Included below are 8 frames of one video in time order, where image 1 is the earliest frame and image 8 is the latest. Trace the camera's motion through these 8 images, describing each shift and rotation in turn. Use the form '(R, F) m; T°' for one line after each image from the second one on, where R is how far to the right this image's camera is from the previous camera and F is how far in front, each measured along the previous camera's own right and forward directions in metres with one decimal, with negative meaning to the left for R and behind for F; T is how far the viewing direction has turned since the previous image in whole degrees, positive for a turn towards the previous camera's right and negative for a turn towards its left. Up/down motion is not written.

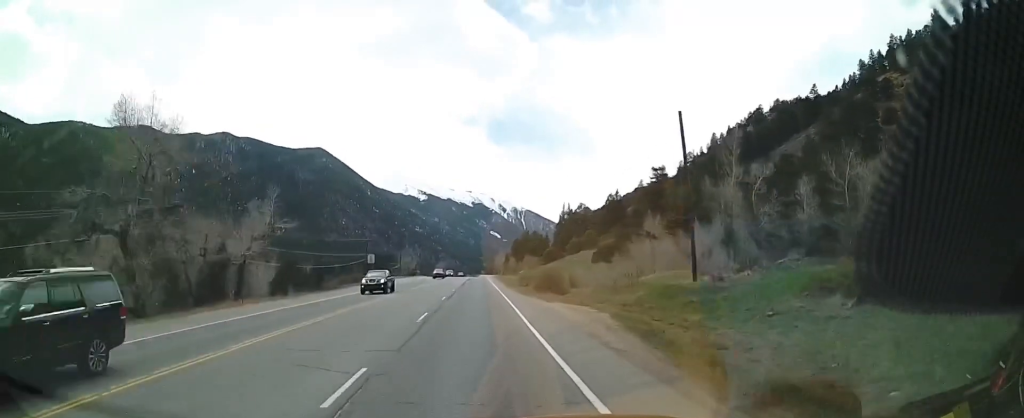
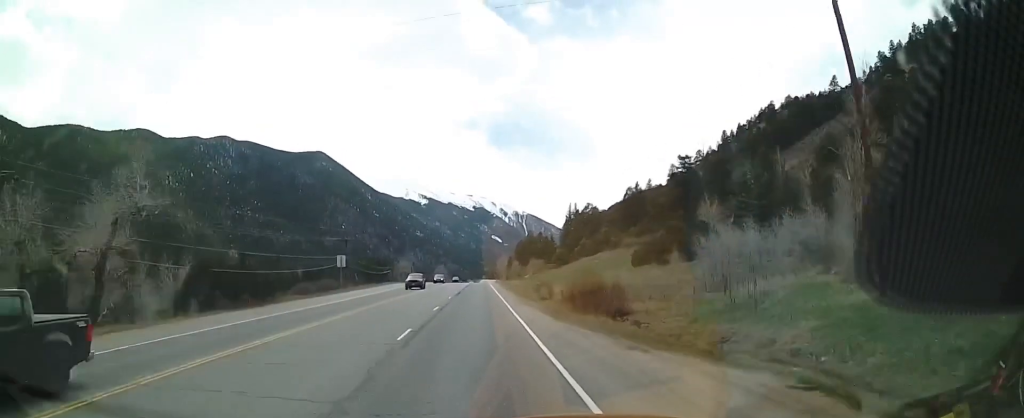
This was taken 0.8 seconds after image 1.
(+0.1, +17.7) m; 0°
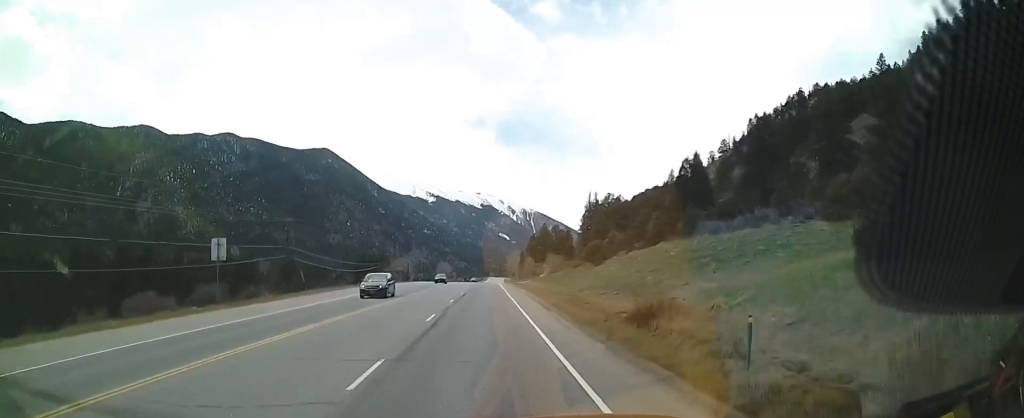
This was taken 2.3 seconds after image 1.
(-0.3, +31.6) m; -1°
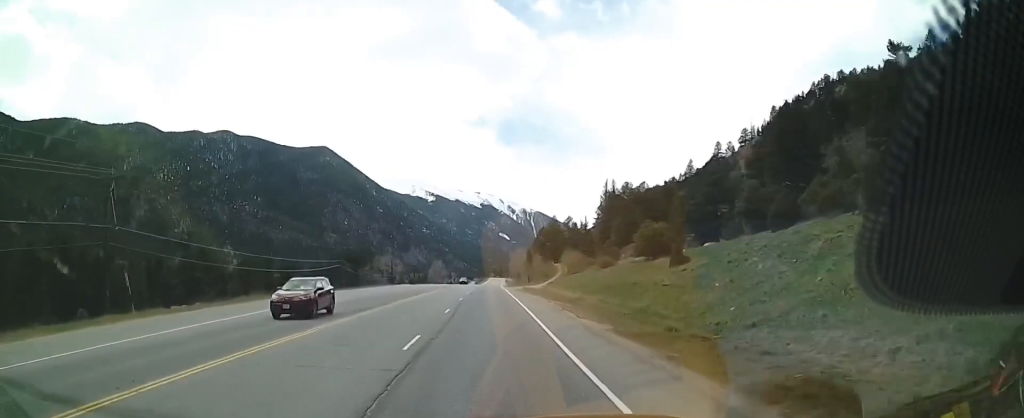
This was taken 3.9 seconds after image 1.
(+0.1, +32.9) m; 0°
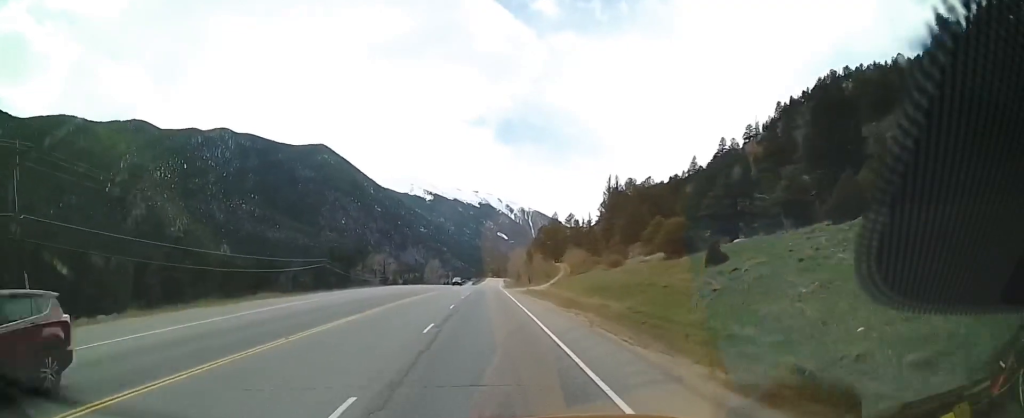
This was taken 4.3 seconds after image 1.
(-0.1, +8.3) m; 0°
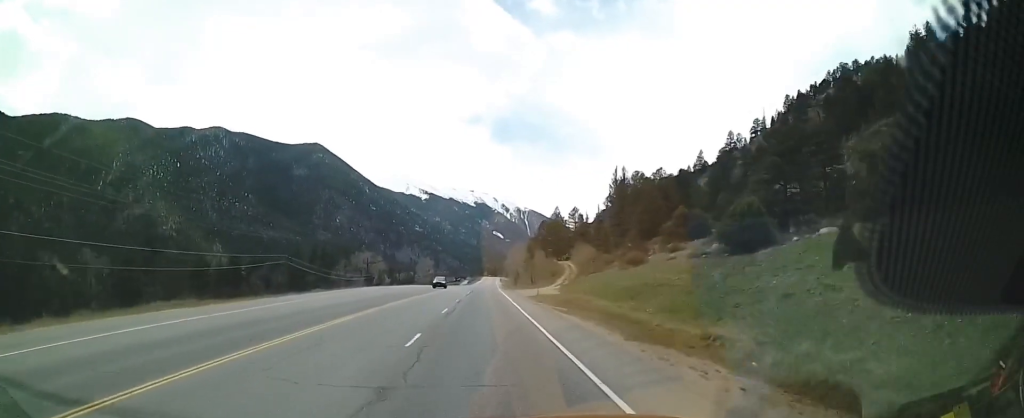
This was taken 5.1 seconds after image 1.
(-0.4, +16.0) m; 0°
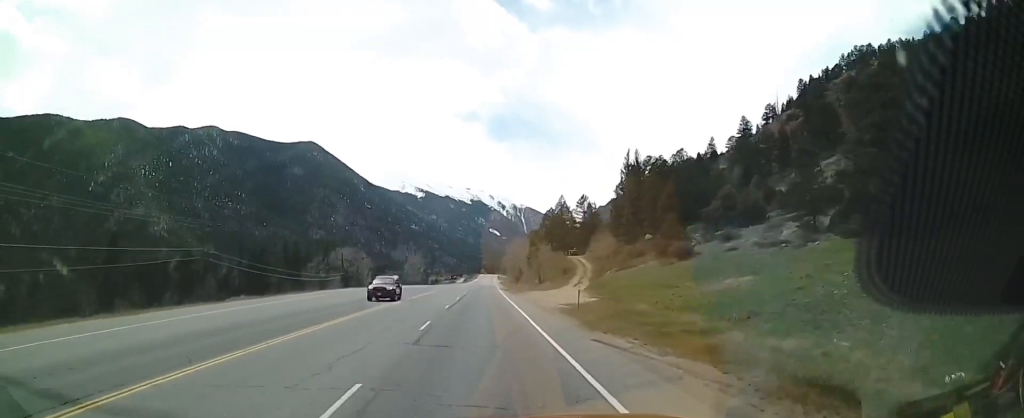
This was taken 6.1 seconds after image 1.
(+0.5, +20.7) m; +3°
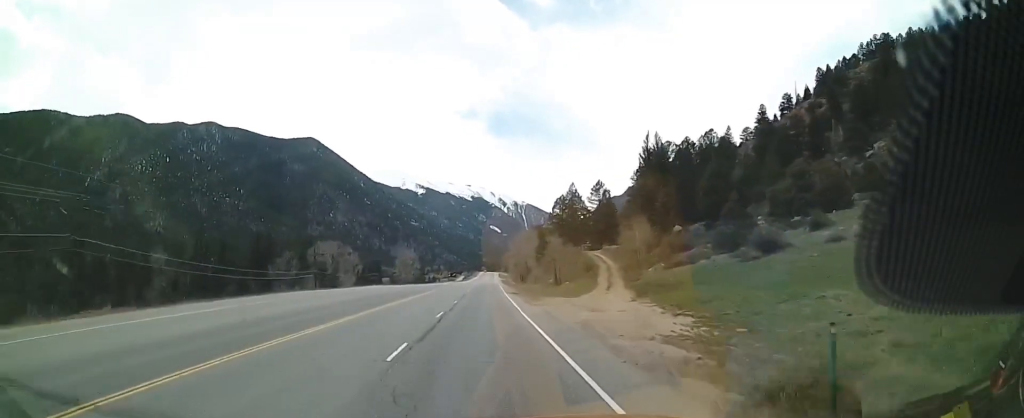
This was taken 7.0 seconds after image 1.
(+0.5, +18.4) m; 0°
